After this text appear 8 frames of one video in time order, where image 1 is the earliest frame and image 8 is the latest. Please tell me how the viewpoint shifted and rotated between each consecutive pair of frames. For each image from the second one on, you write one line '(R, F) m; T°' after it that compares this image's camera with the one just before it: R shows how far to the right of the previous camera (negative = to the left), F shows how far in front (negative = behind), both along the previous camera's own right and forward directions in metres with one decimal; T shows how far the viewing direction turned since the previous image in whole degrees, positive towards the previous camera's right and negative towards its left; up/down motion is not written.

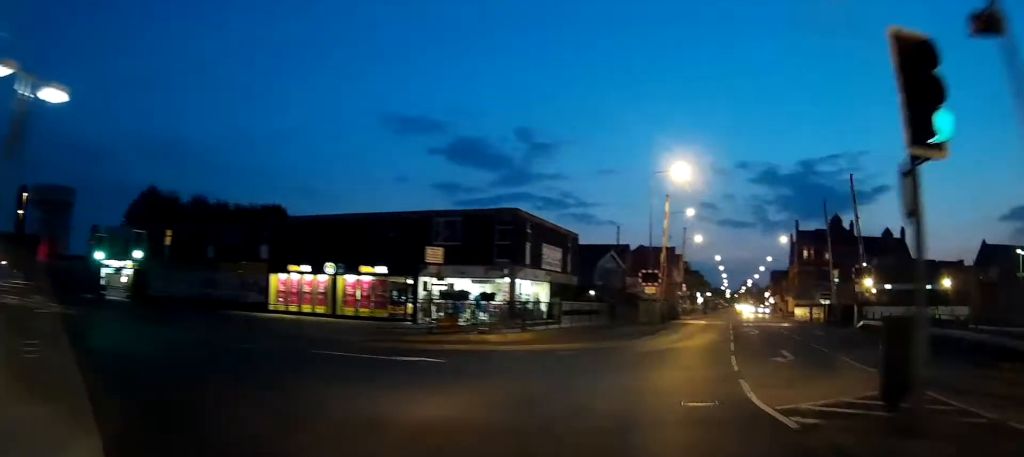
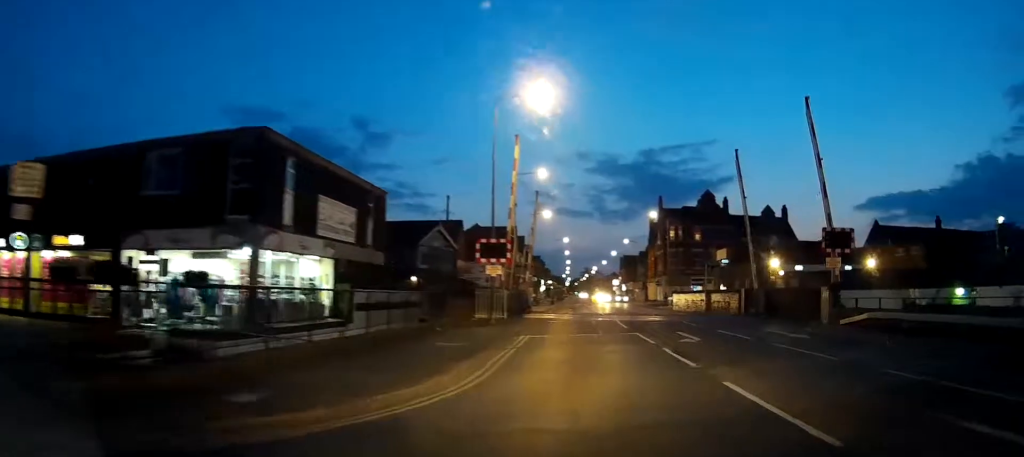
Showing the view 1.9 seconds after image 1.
(+2.4, +13.0) m; +18°
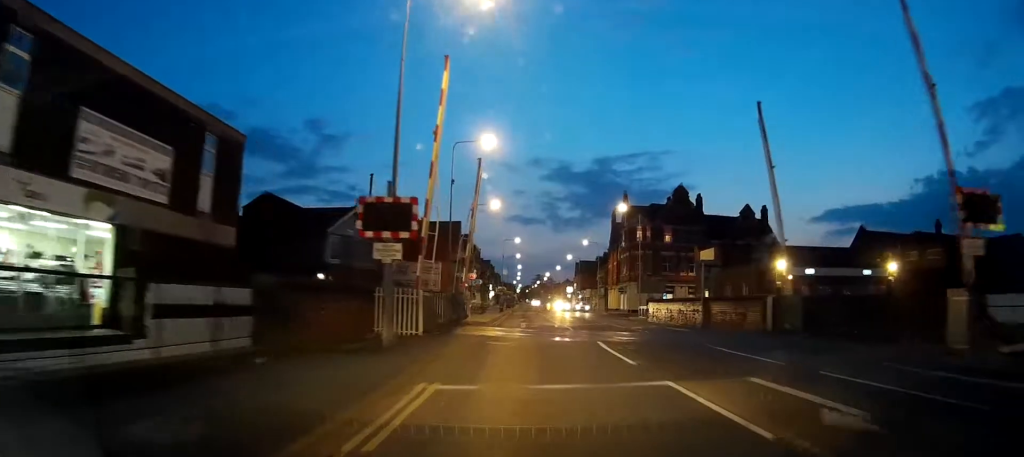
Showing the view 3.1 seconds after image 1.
(+0.6, +9.9) m; +4°
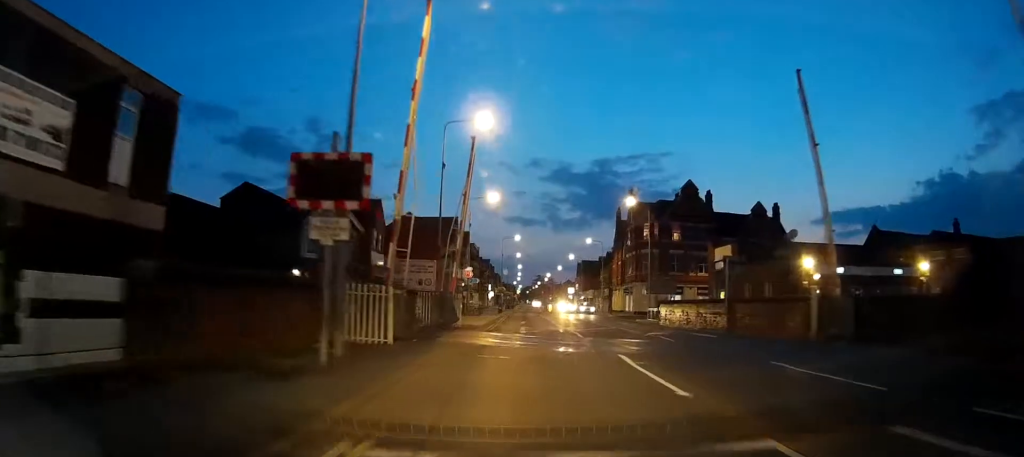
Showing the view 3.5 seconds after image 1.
(+0.1, +3.7) m; 0°
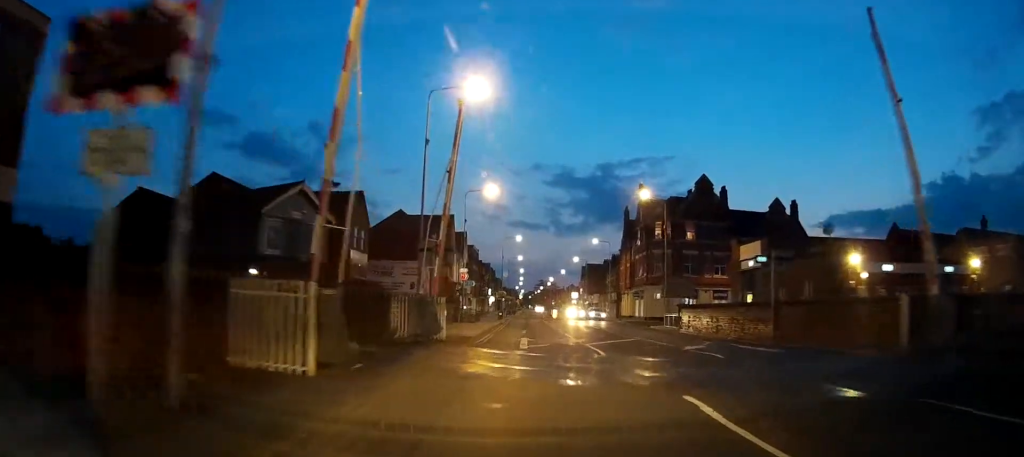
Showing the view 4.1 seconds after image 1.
(-0.1, +5.3) m; +1°
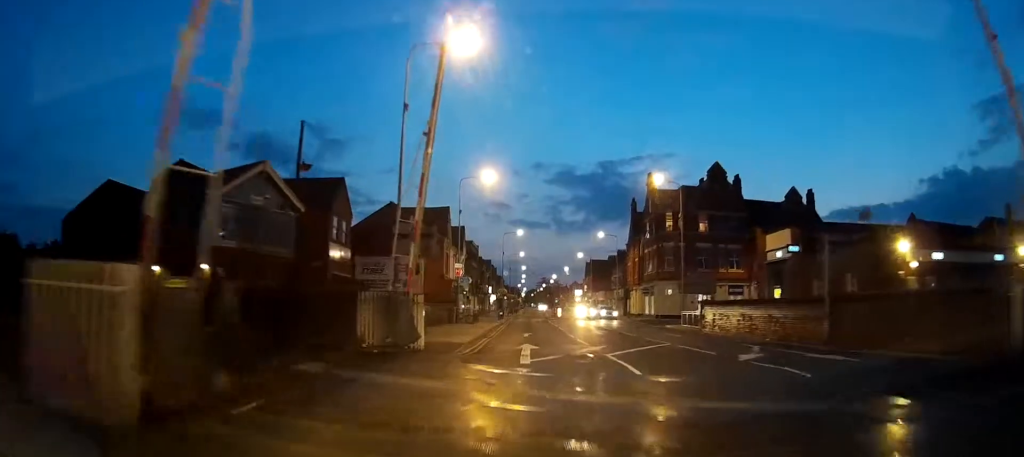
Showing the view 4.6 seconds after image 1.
(-0.1, +4.4) m; +1°
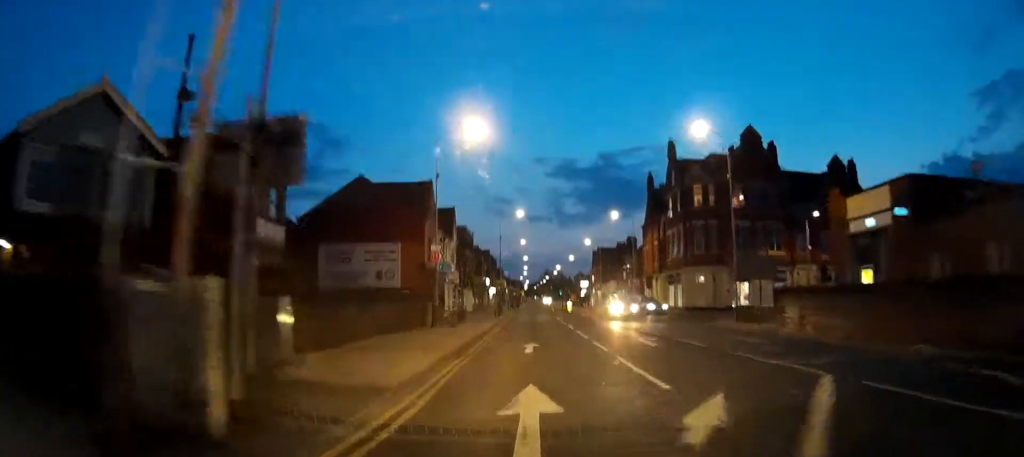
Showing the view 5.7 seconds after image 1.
(+0.4, +11.1) m; +1°
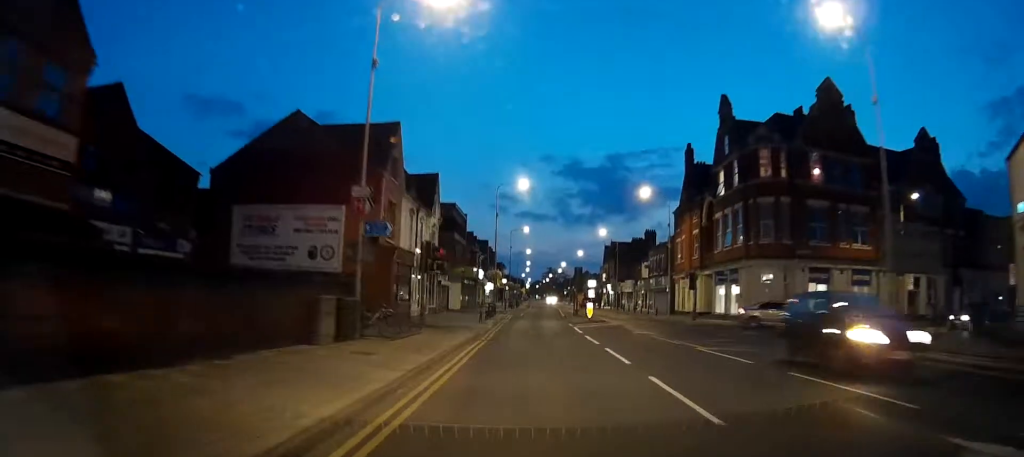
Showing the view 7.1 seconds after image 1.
(-0.3, +15.2) m; -3°
